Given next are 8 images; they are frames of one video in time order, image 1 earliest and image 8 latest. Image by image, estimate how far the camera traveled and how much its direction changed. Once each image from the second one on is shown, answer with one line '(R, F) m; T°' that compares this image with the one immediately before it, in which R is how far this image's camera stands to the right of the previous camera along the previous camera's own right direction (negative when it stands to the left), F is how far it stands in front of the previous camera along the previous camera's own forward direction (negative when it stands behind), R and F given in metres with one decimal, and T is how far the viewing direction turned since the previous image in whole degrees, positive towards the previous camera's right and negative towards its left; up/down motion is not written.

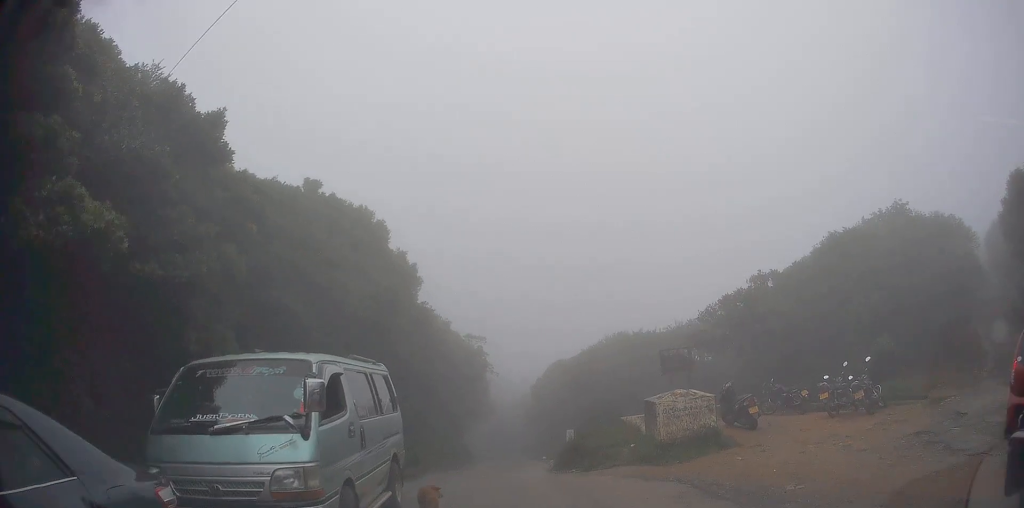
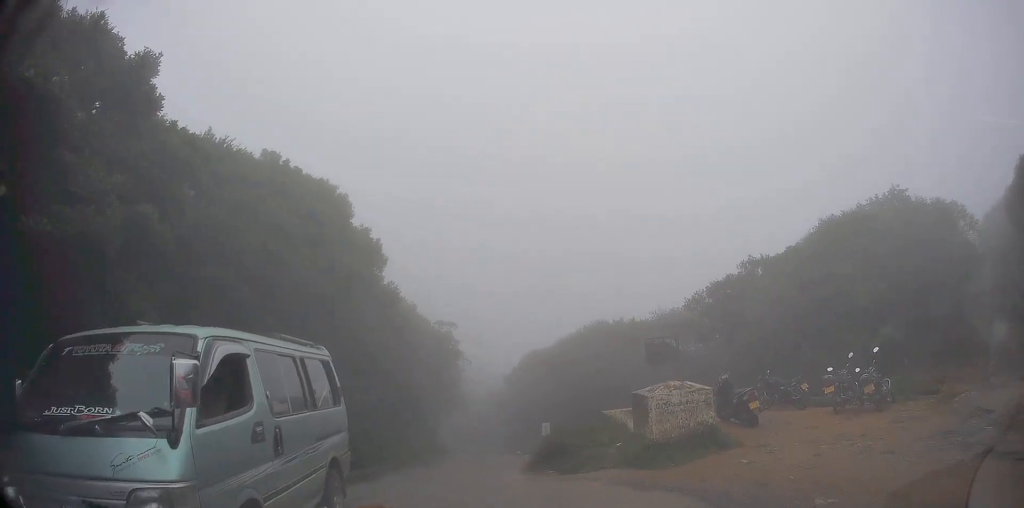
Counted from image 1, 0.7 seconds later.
(0.0, +1.7) m; +4°
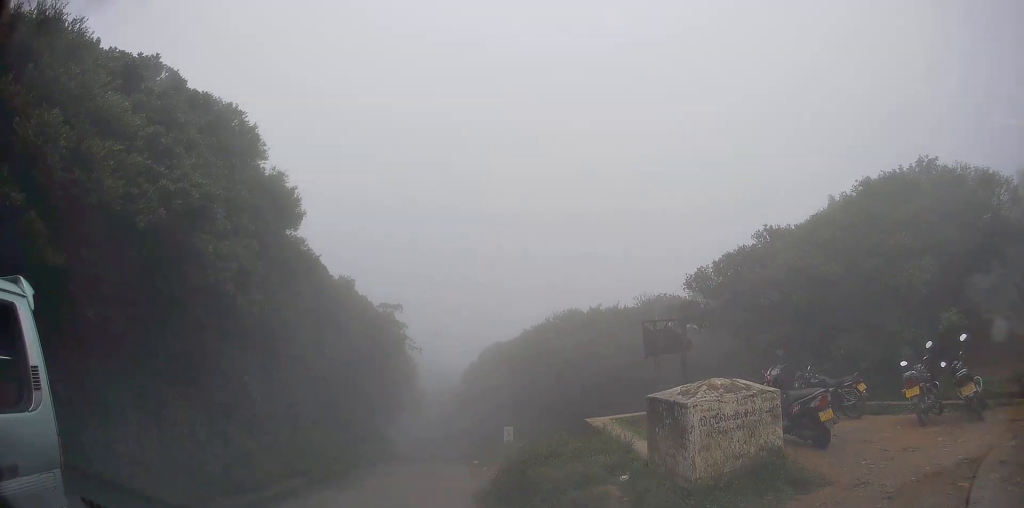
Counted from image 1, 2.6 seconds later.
(+0.5, +4.8) m; +3°
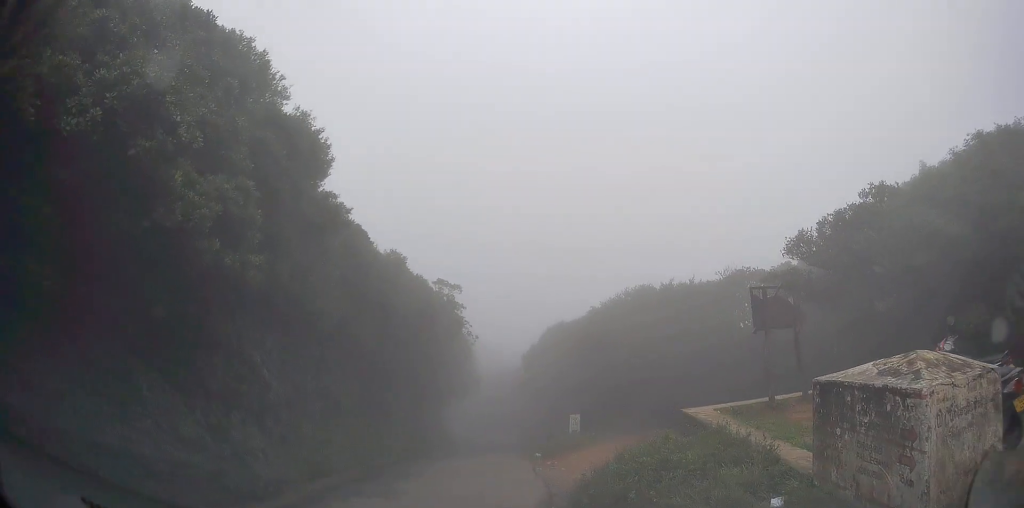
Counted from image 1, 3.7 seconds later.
(-0.2, +2.7) m; -5°
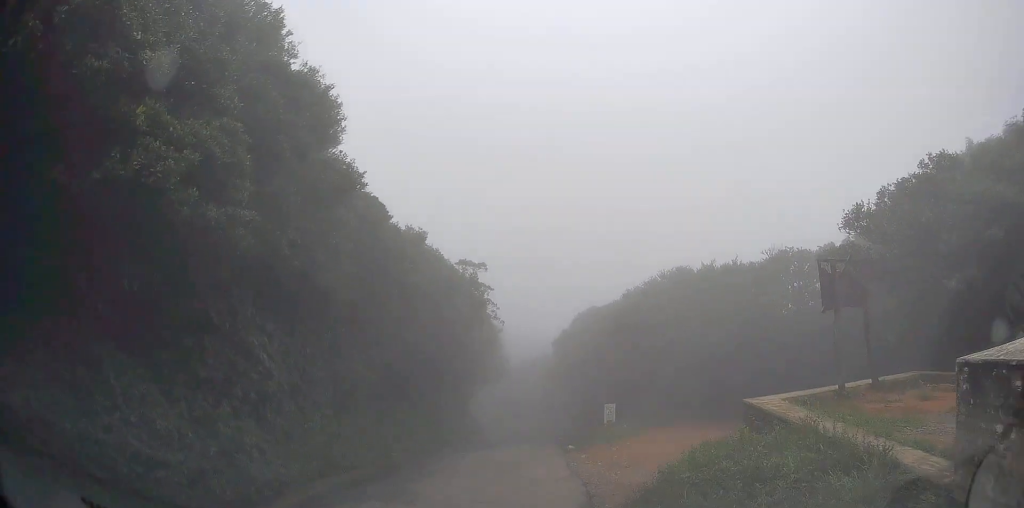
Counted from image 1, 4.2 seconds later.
(-0.1, +1.4) m; 0°
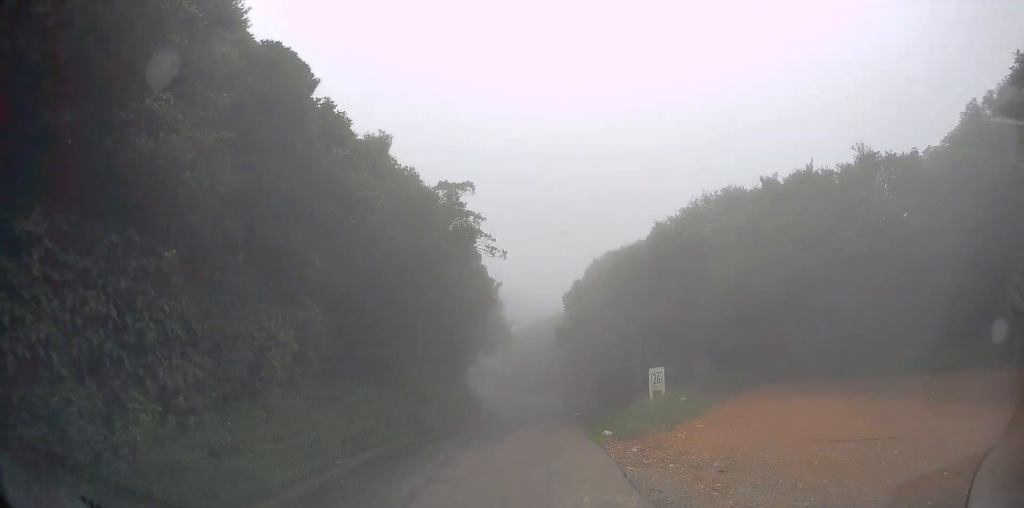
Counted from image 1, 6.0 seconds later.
(+0.2, +6.7) m; 0°
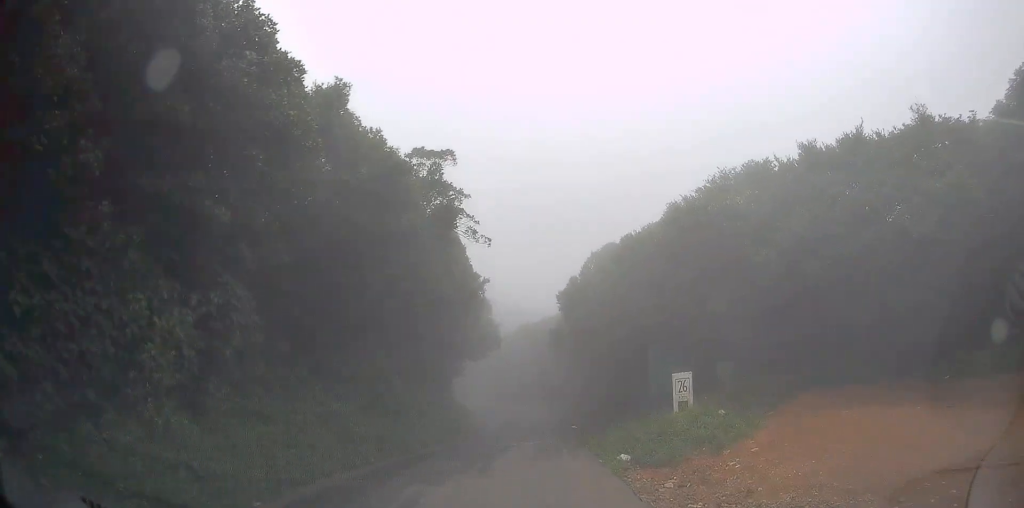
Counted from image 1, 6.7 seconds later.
(-0.1, +3.4) m; -2°
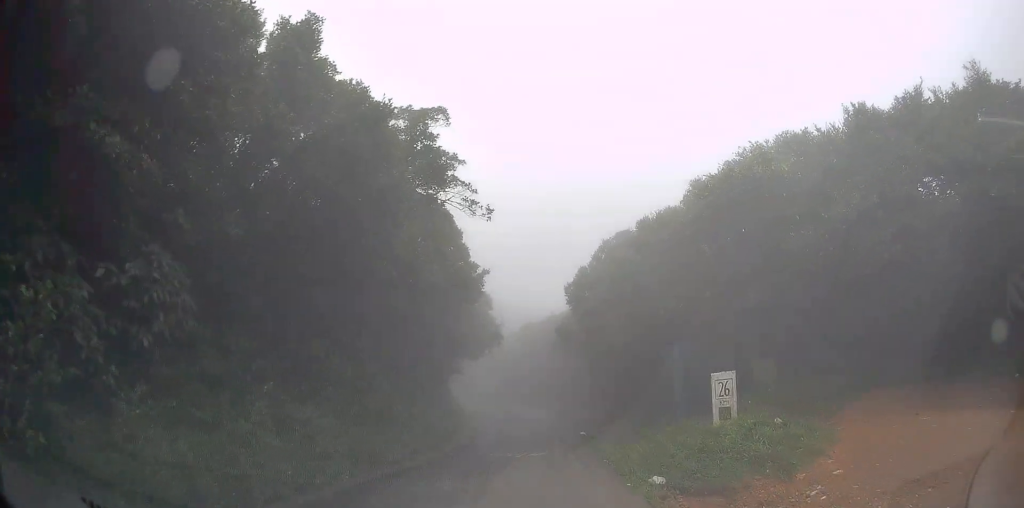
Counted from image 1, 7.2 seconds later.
(0.0, +2.3) m; -1°
